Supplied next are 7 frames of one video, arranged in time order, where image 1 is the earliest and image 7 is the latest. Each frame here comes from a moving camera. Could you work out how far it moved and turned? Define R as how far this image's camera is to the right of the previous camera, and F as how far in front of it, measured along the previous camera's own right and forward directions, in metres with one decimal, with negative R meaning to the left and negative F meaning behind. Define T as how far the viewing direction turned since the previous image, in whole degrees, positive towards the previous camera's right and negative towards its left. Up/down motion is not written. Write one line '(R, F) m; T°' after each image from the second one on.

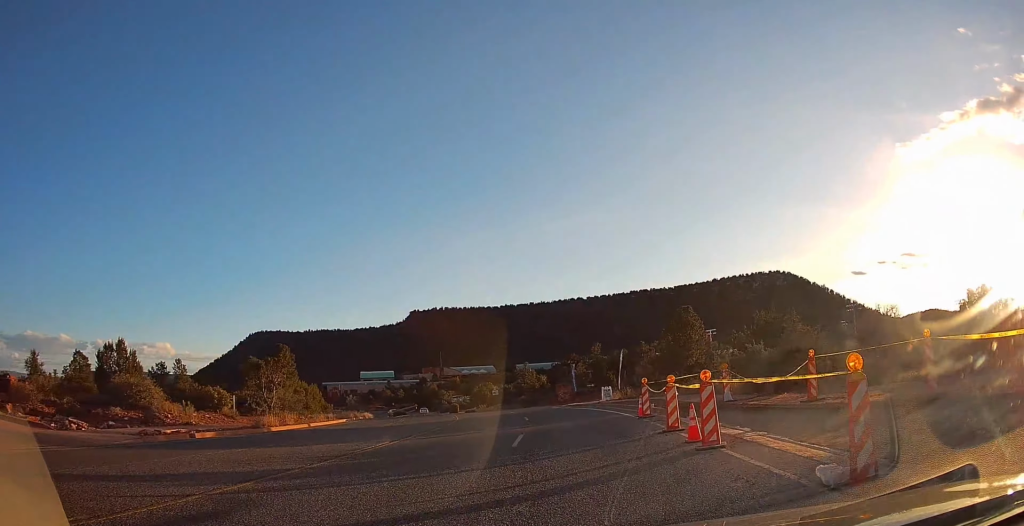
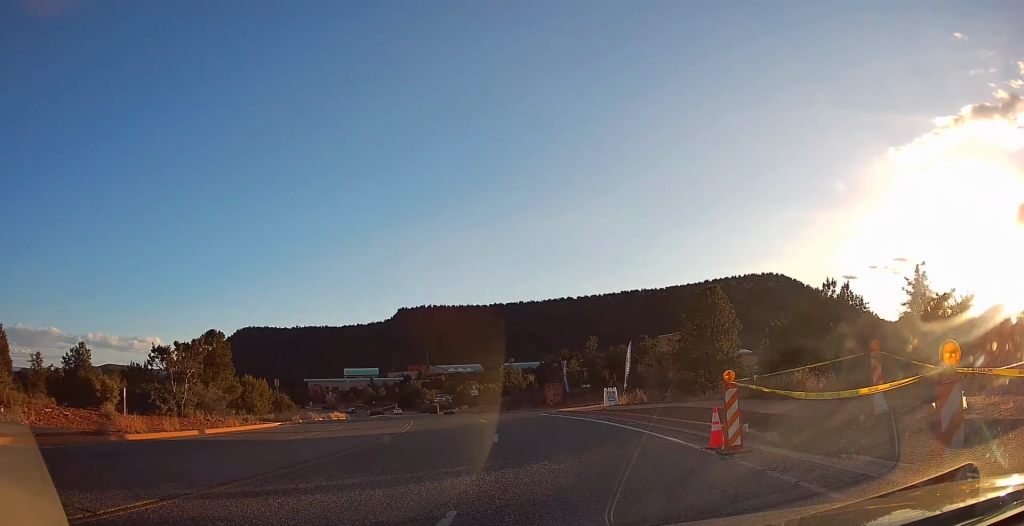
(+0.1, +10.7) m; 0°
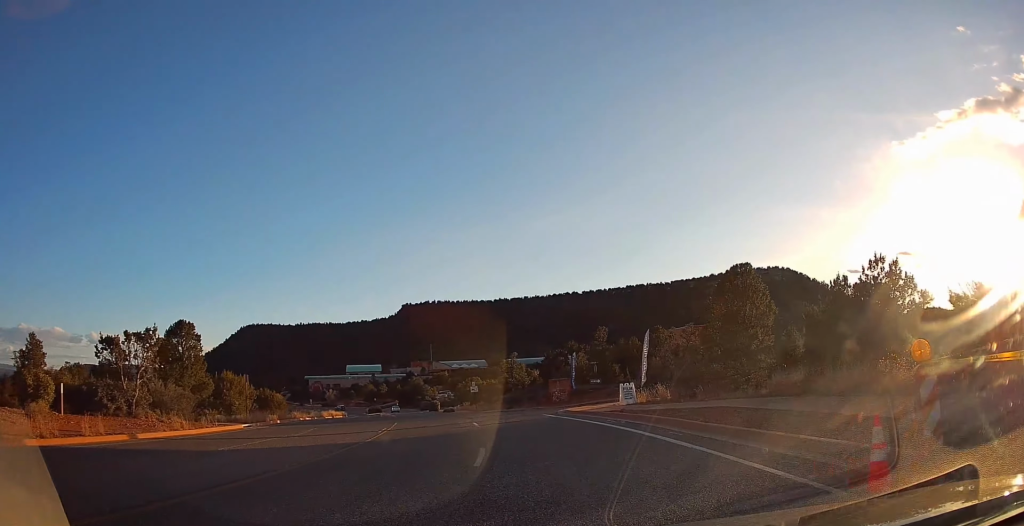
(-0.1, +5.4) m; +1°
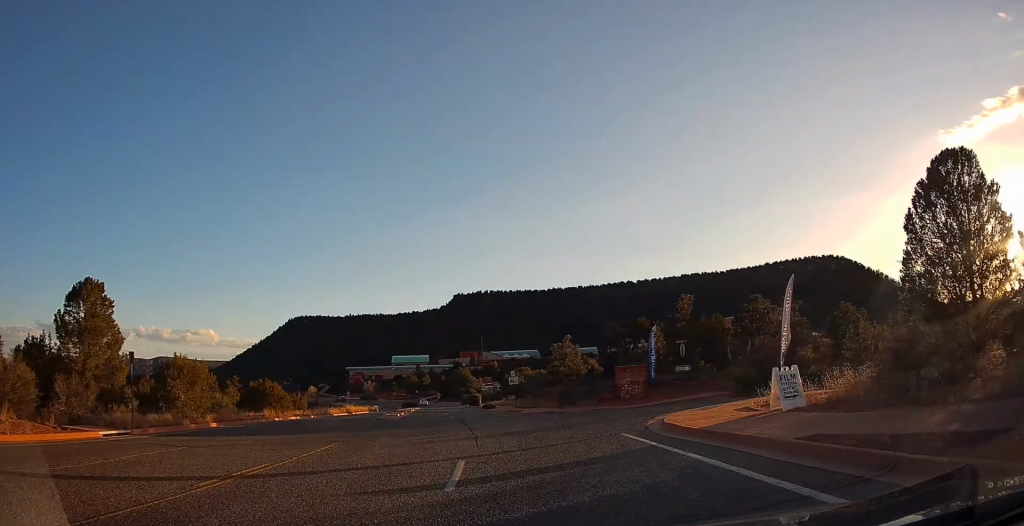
(+0.4, +15.9) m; -1°
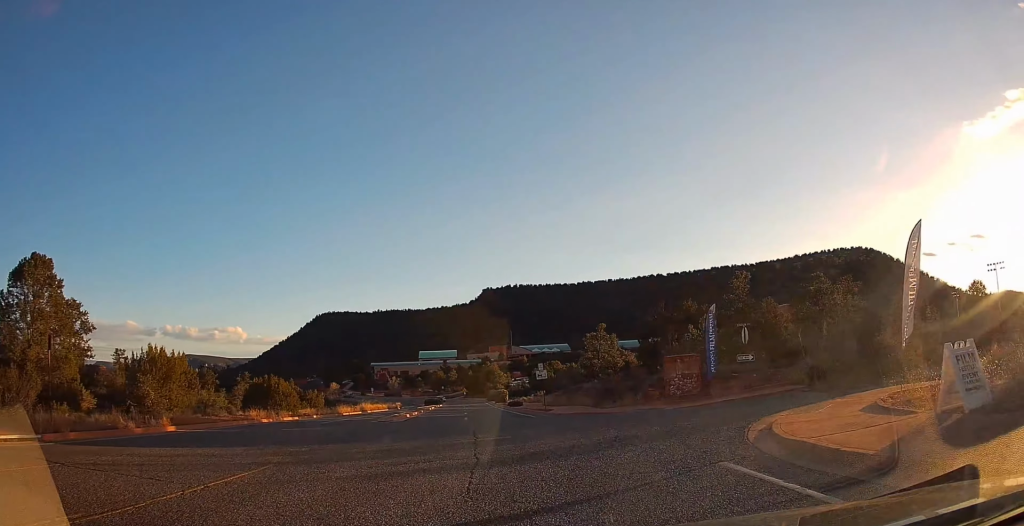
(-0.4, +6.5) m; -4°
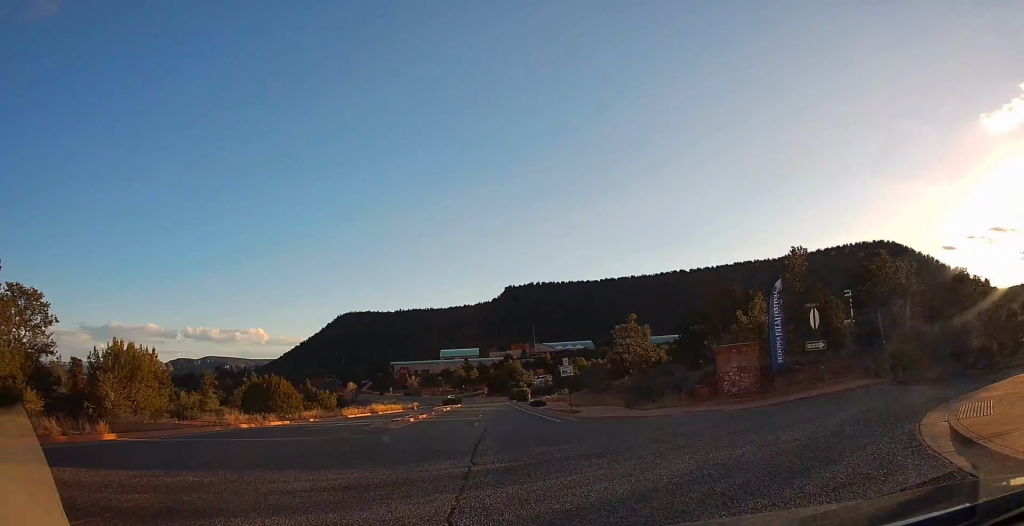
(-0.1, +5.8) m; -3°
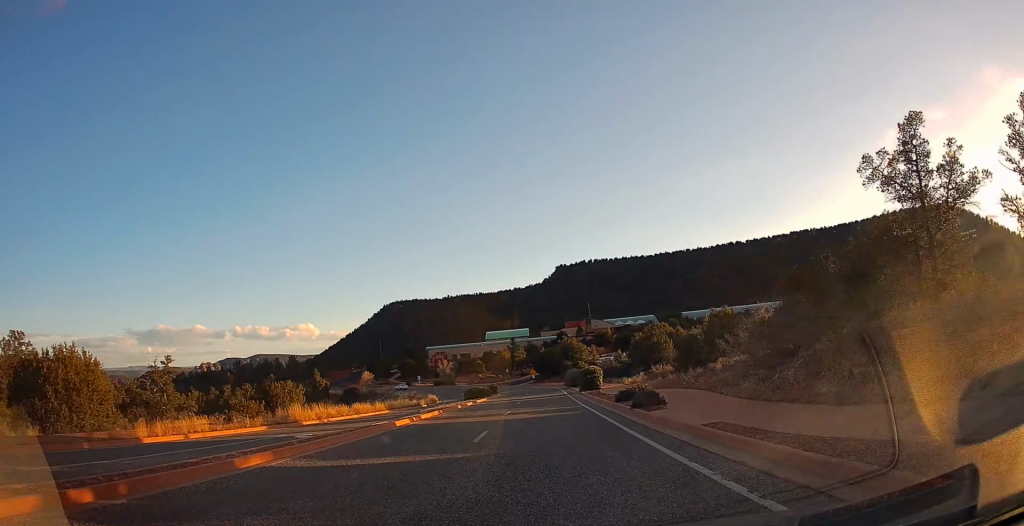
(-4.0, +38.2) m; -11°
